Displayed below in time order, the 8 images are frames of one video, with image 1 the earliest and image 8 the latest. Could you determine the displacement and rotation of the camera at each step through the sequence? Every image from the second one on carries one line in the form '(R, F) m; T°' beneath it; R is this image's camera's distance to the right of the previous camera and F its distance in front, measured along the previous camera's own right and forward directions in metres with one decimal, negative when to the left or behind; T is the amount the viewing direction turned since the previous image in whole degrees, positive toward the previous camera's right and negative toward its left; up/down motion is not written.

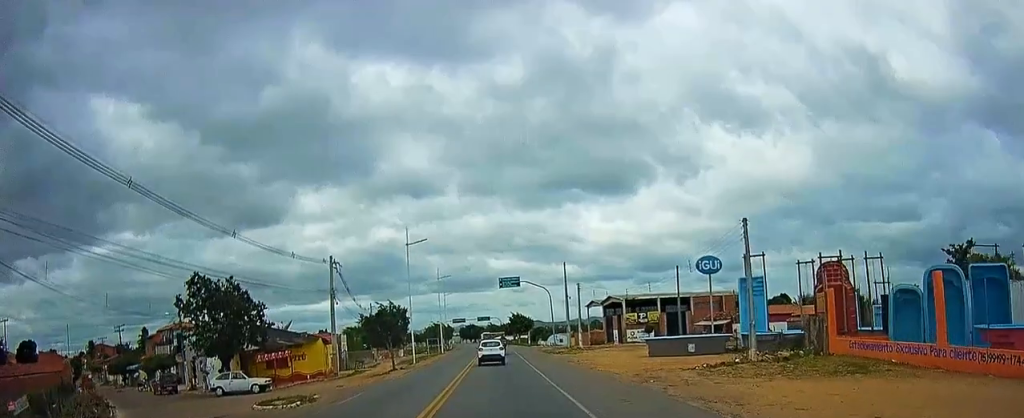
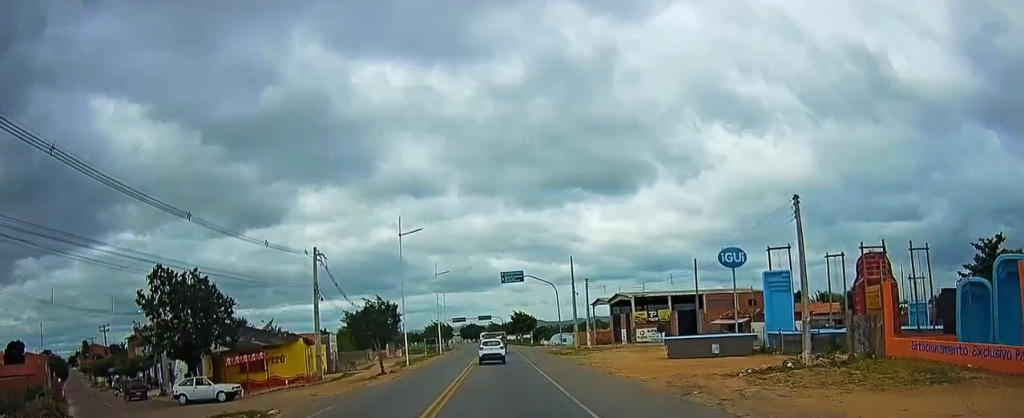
(-0.1, +3.7) m; 0°
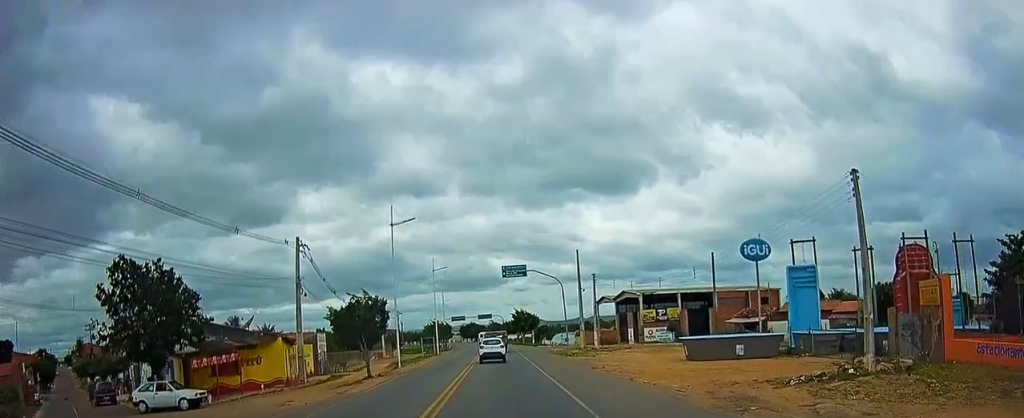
(0.0, +3.4) m; +2°
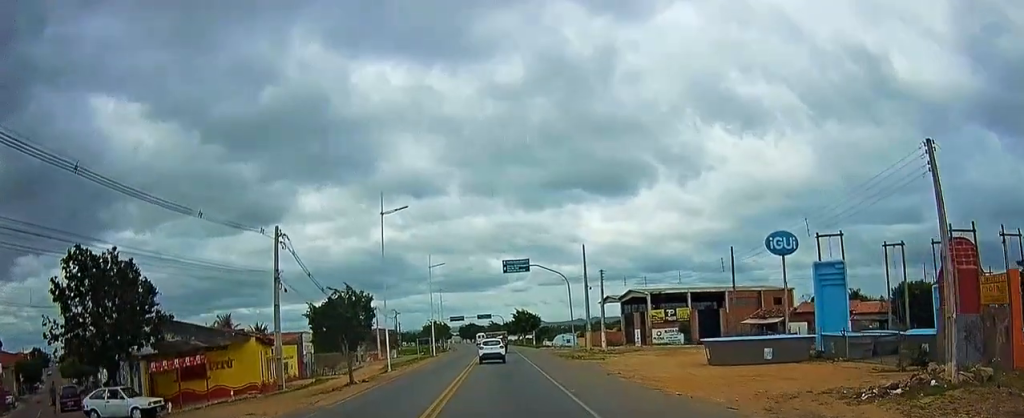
(0.0, +3.3) m; +2°
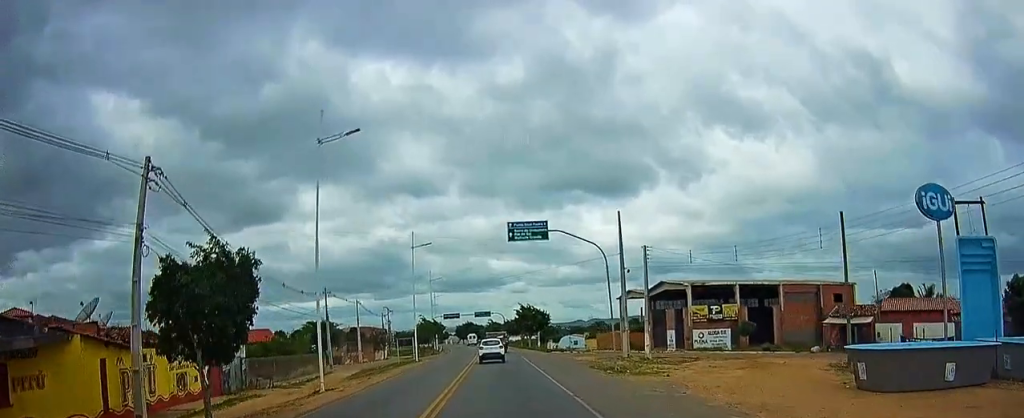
(+0.5, +12.5) m; +1°
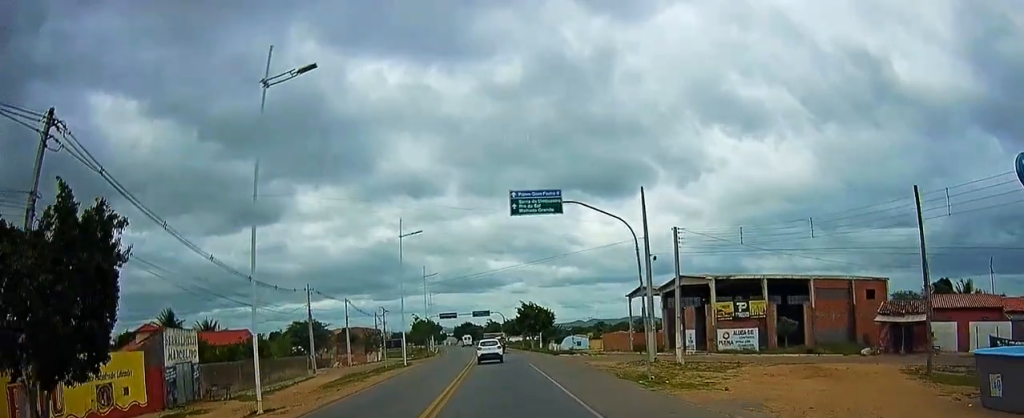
(-0.1, +5.6) m; -1°
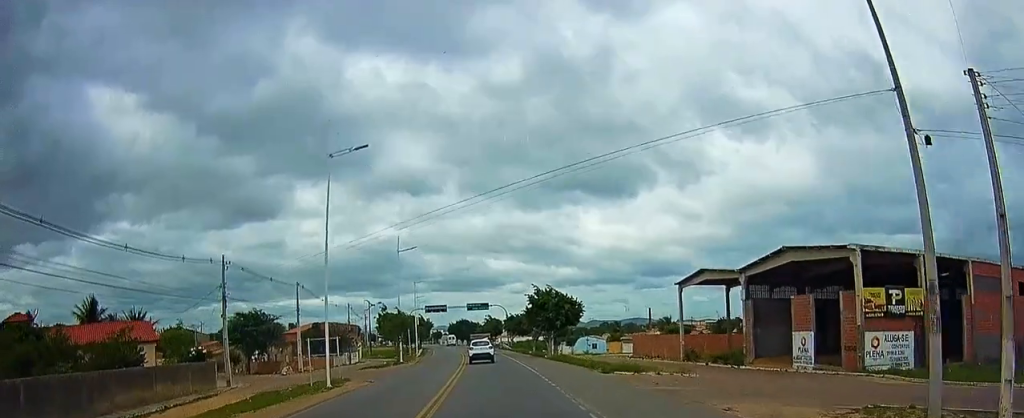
(-0.2, +19.1) m; +1°
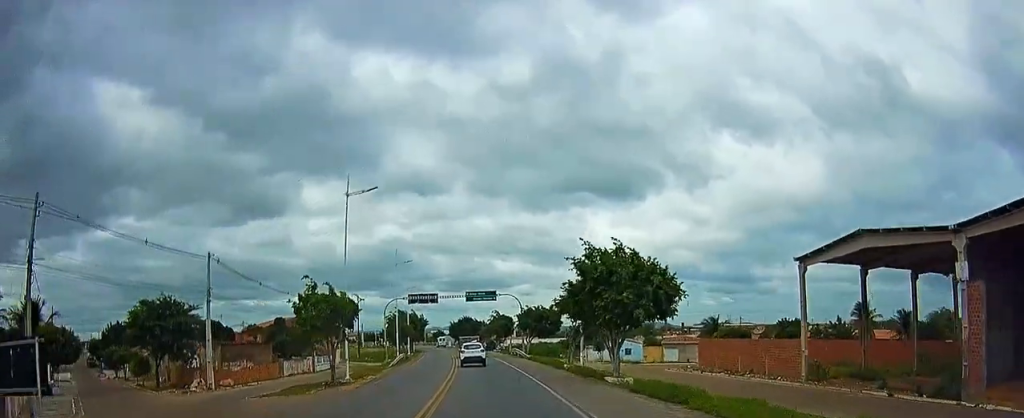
(-0.2, +21.1) m; -1°
